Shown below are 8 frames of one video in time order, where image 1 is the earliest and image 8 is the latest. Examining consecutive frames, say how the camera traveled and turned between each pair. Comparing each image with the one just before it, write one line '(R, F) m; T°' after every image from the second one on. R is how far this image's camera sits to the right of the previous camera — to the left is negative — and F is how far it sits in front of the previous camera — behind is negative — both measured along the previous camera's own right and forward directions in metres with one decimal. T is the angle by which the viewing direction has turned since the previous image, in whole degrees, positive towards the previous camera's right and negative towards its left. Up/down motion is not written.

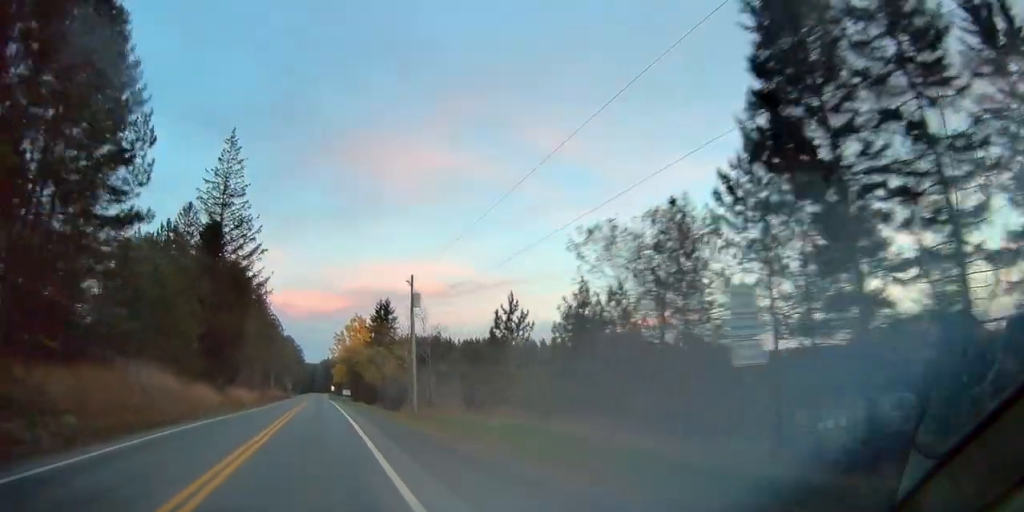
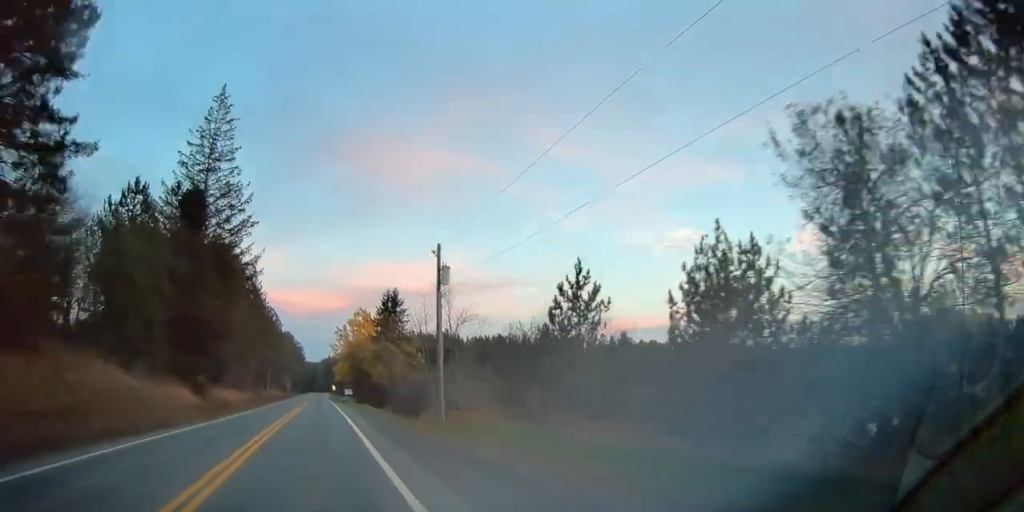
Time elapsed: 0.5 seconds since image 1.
(0.0, +9.7) m; 0°
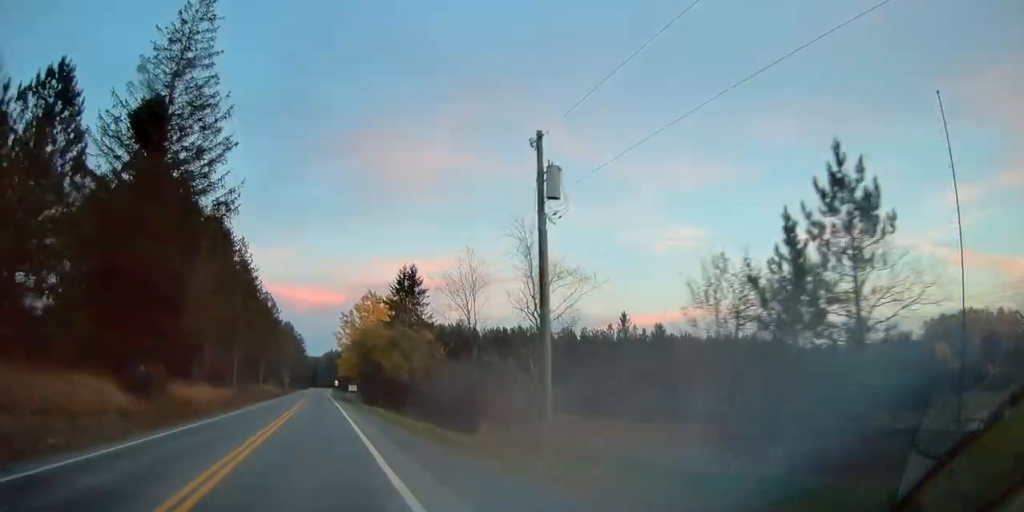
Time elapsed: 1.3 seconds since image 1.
(-0.1, +15.7) m; 0°
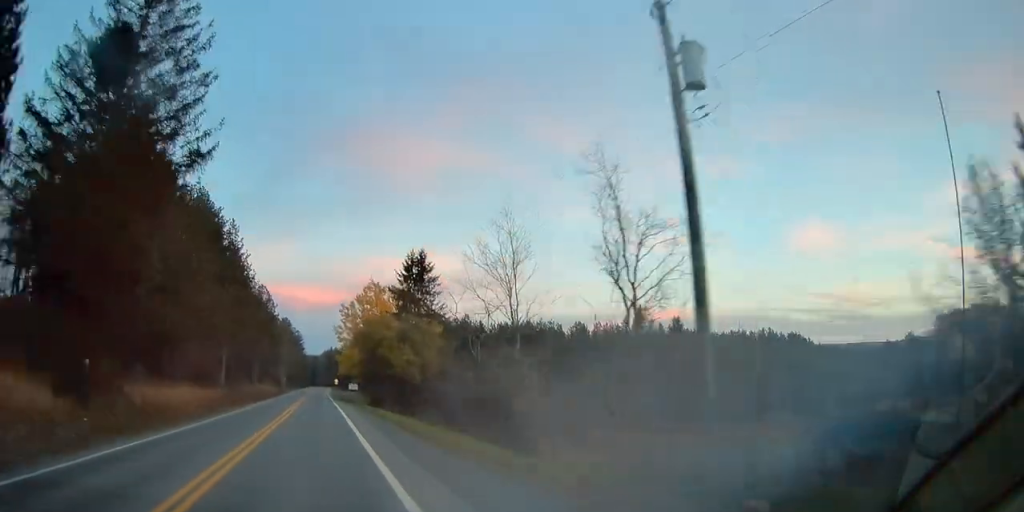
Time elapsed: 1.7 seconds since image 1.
(-0.1, +7.9) m; 0°
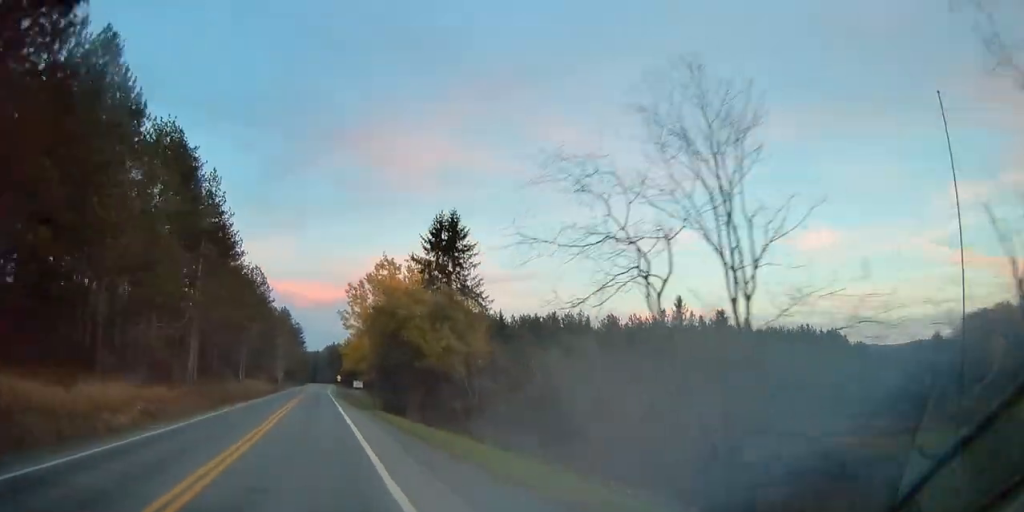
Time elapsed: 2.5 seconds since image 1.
(0.0, +15.3) m; 0°
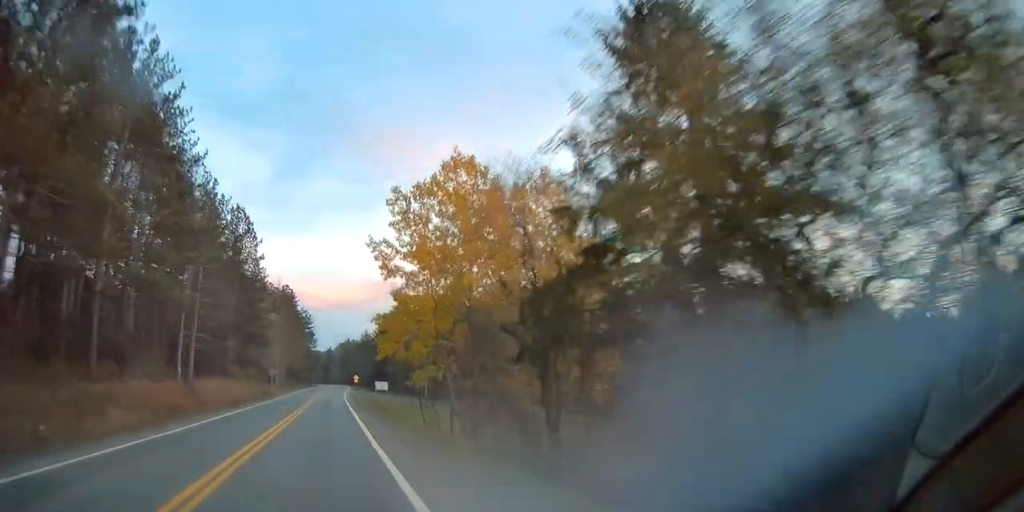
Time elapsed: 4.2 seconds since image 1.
(+0.1, +35.1) m; -1°
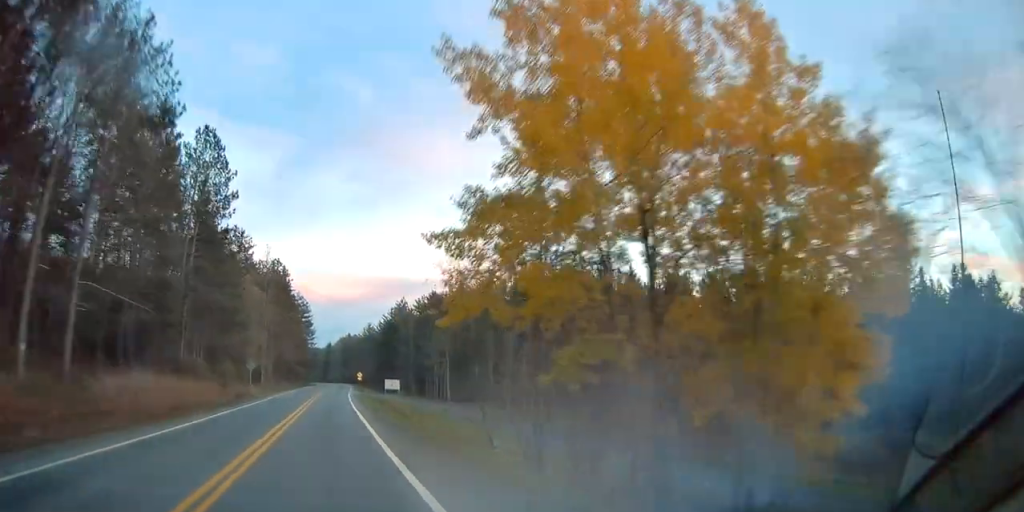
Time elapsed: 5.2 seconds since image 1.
(-0.3, +21.1) m; -1°
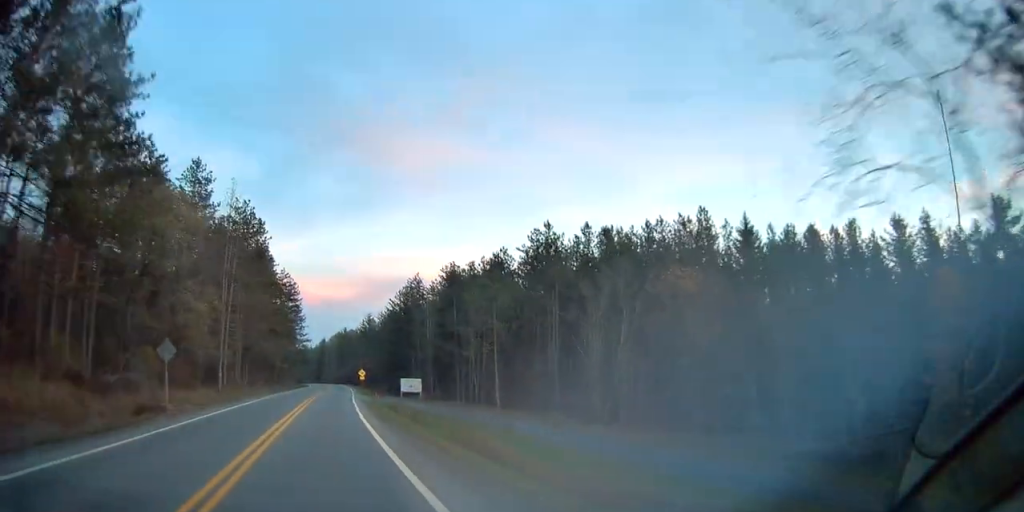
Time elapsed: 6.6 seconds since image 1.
(+0.2, +28.1) m; +1°
